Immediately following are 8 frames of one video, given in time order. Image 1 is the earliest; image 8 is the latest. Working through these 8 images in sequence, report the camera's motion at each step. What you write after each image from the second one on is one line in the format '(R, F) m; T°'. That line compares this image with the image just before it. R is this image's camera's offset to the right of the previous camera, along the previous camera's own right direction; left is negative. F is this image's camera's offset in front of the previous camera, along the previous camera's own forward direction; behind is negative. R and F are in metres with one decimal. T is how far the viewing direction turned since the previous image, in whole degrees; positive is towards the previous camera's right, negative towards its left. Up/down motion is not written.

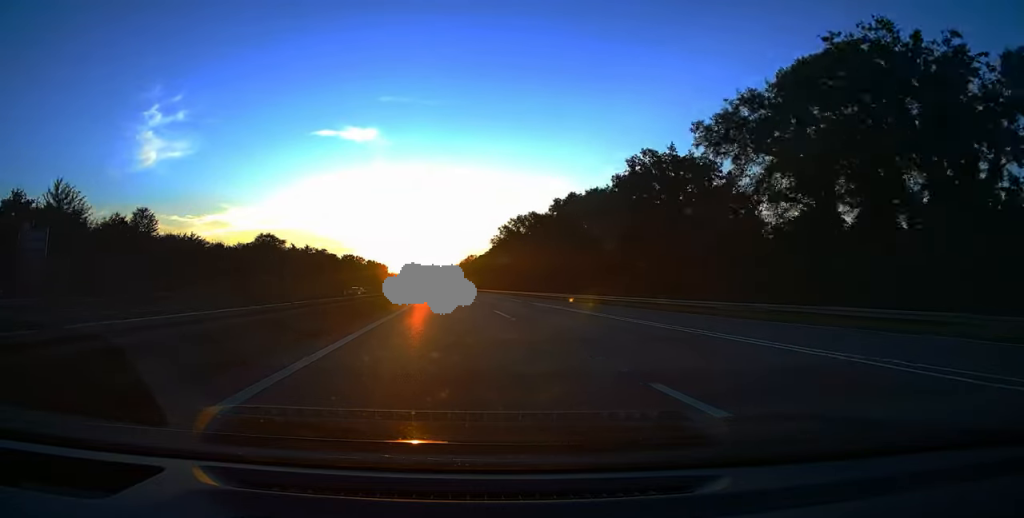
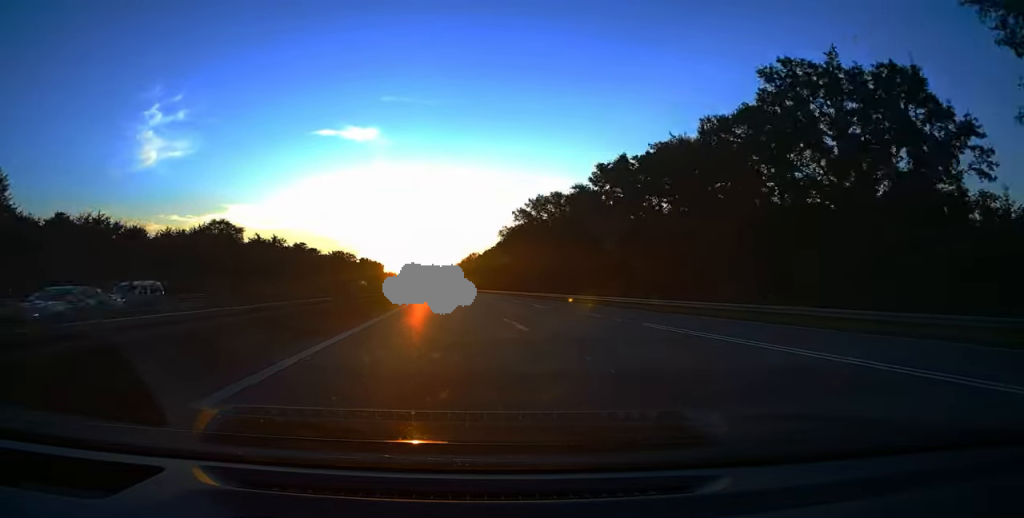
(-0.1, +23.5) m; 0°
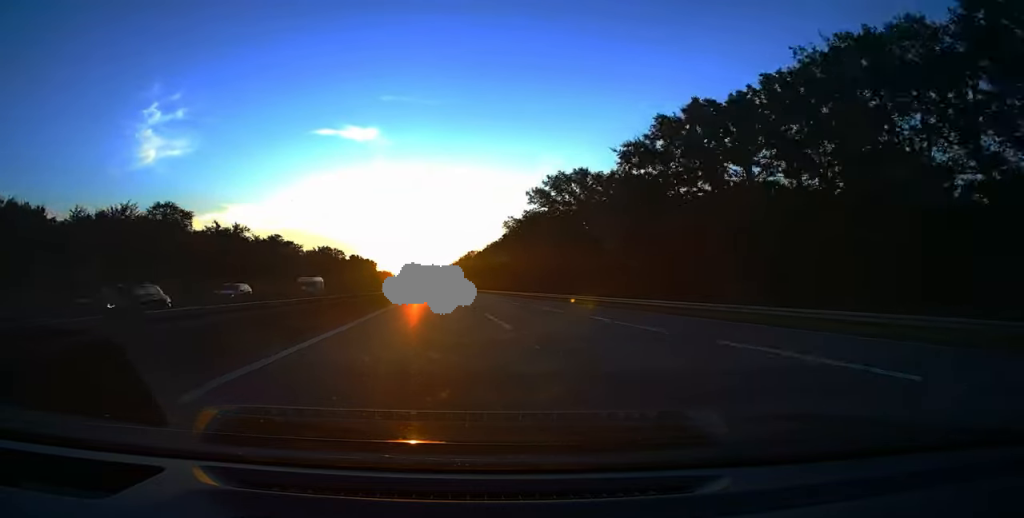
(0.0, +17.8) m; 0°
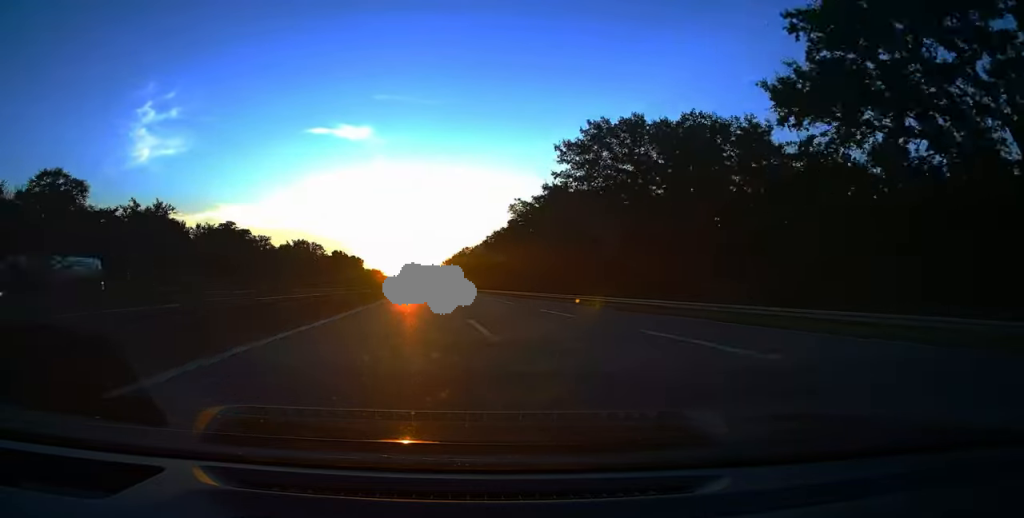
(-0.2, +23.2) m; 0°
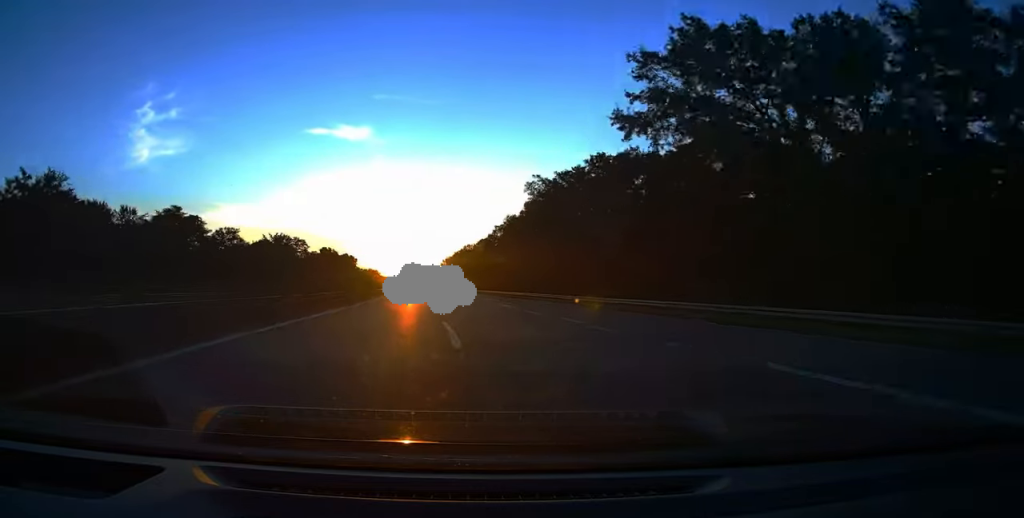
(0.0, +21.3) m; 0°
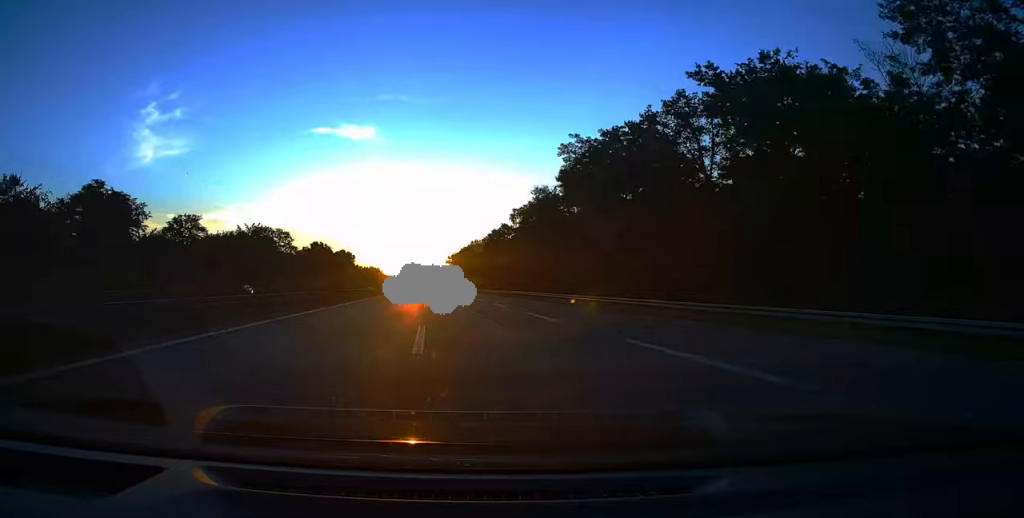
(+0.1, +21.9) m; 0°
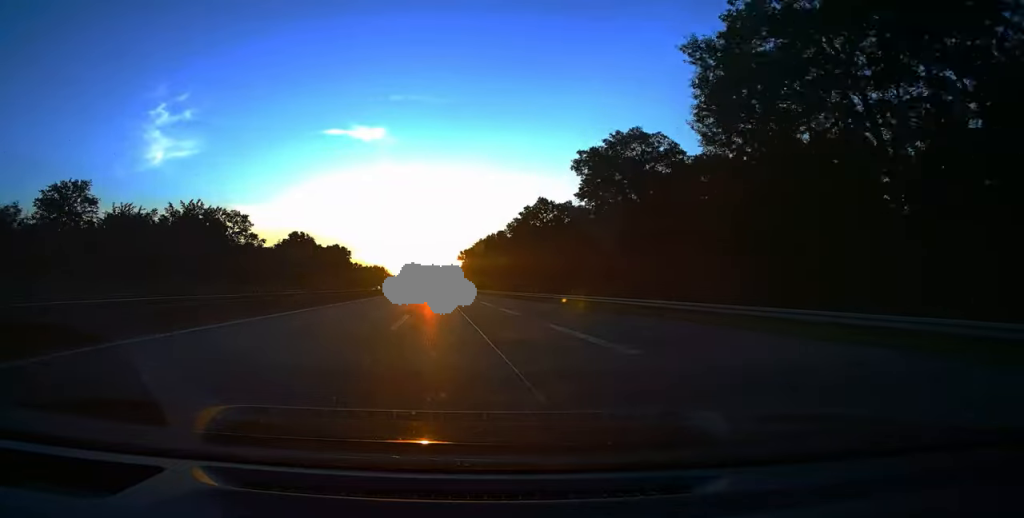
(0.0, +32.8) m; 0°
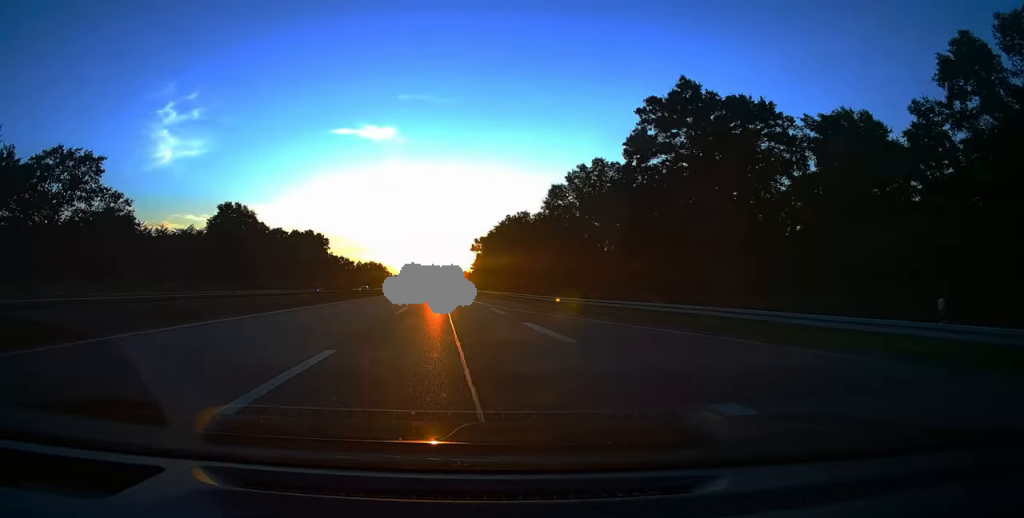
(-0.4, +45.6) m; -1°
